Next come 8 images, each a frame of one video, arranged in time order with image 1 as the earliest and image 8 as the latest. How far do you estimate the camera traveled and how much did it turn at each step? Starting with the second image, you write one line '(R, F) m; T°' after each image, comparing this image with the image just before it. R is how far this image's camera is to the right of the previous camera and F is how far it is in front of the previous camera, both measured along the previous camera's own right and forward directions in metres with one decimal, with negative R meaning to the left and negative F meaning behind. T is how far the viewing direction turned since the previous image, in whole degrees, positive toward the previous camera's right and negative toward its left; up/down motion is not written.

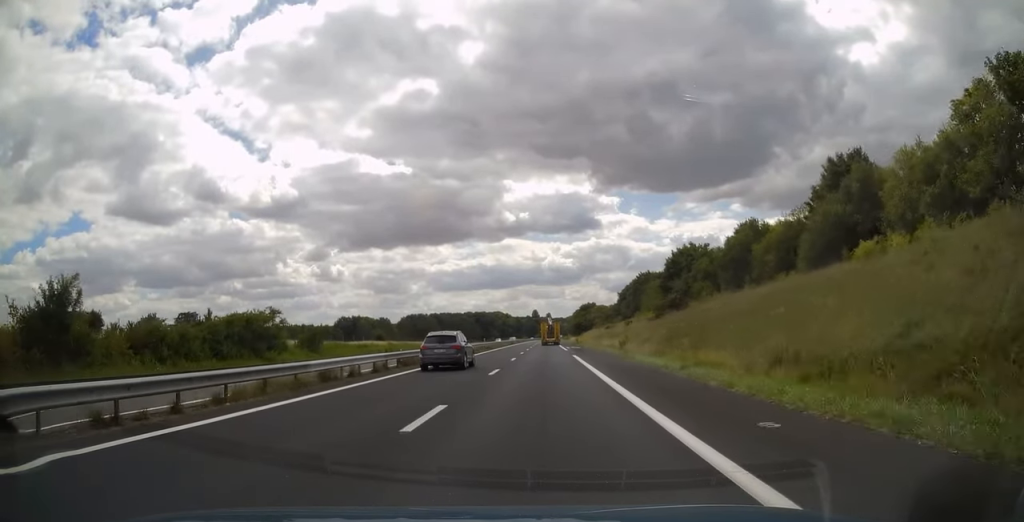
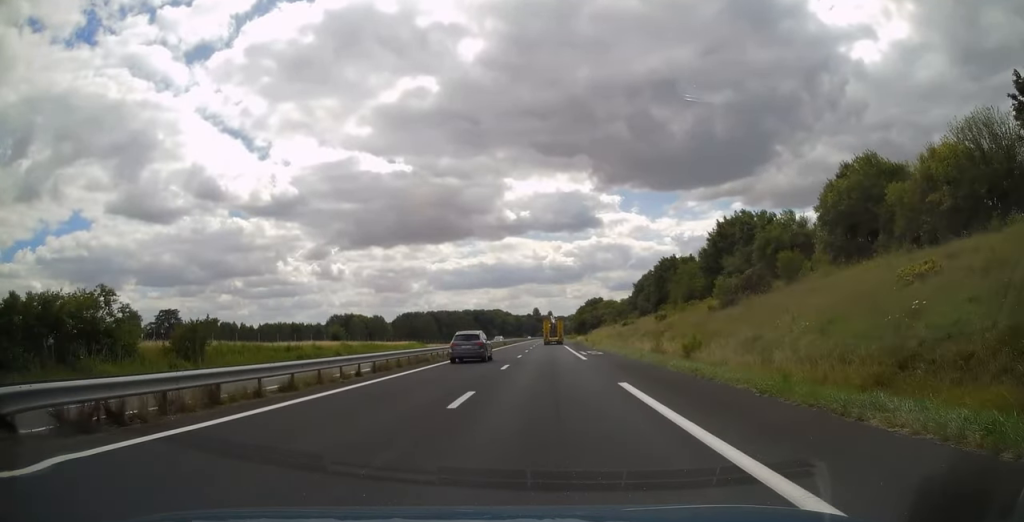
(+0.2, +22.6) m; +1°
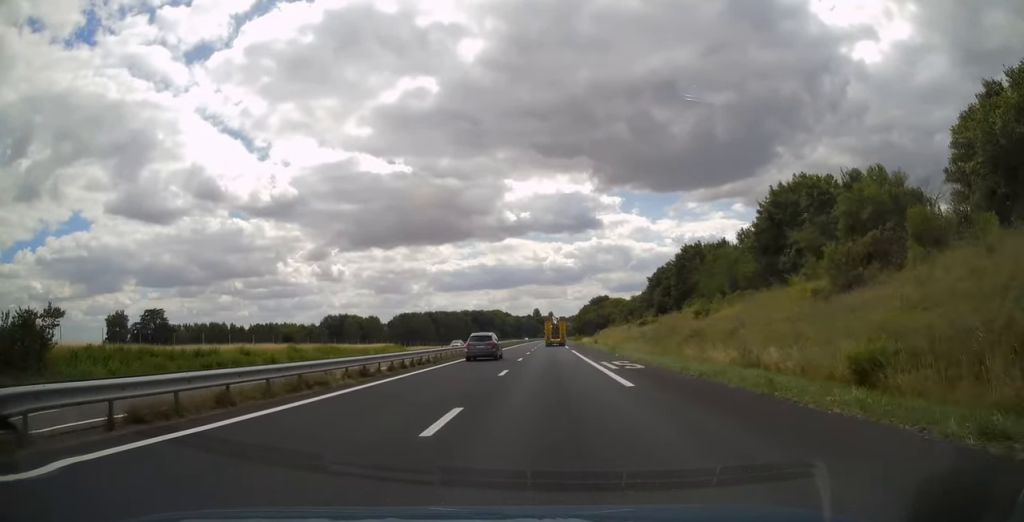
(+0.1, +15.8) m; 0°
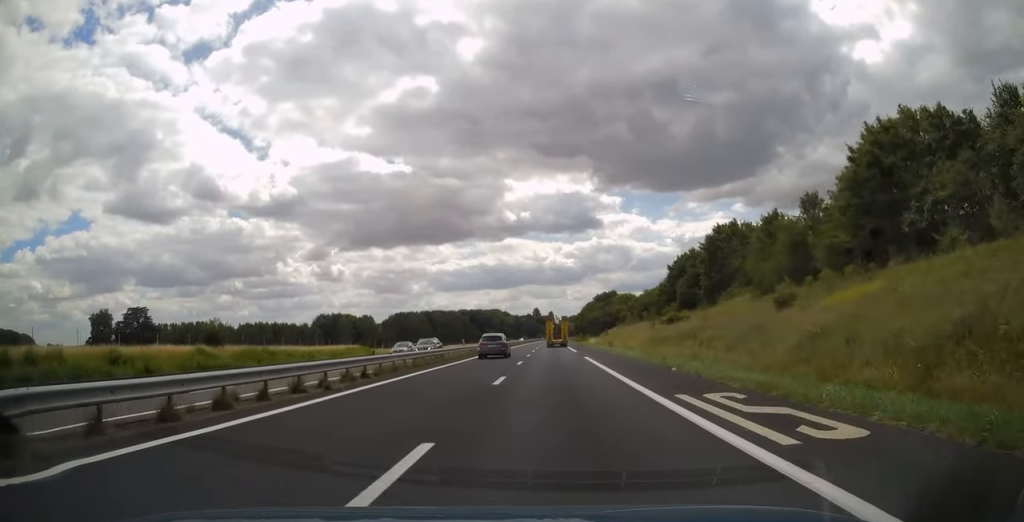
(+0.1, +16.2) m; 0°
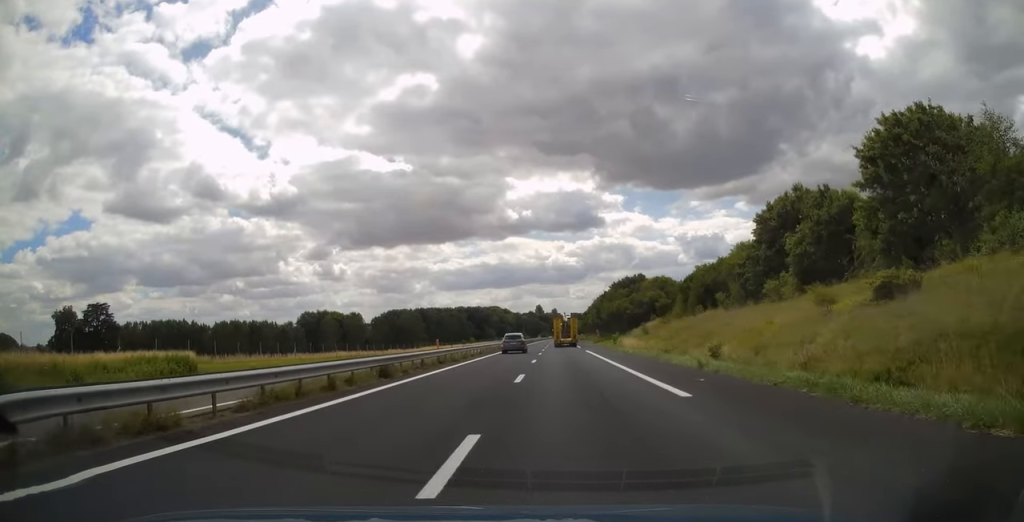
(-0.3, +36.9) m; -1°
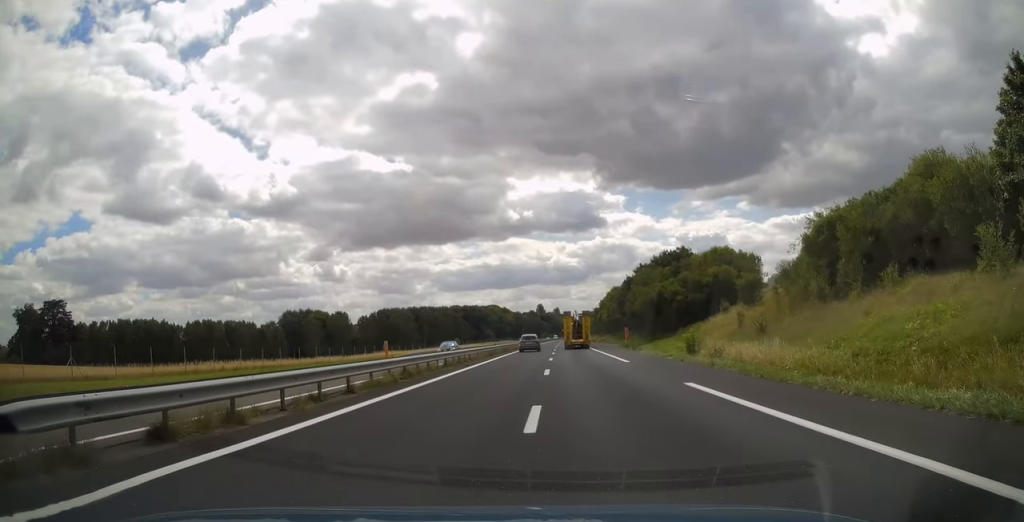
(-0.2, +34.4) m; 0°
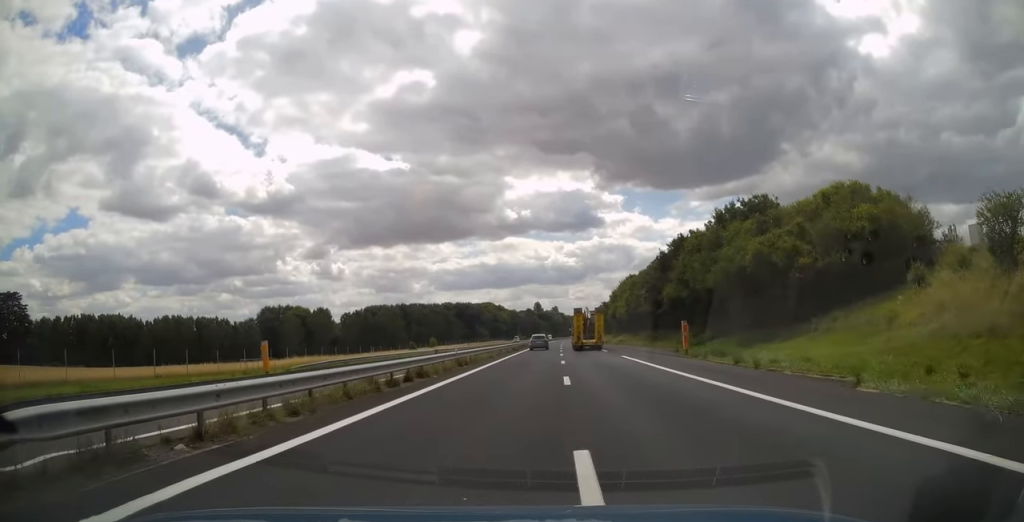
(+0.4, +29.7) m; +1°
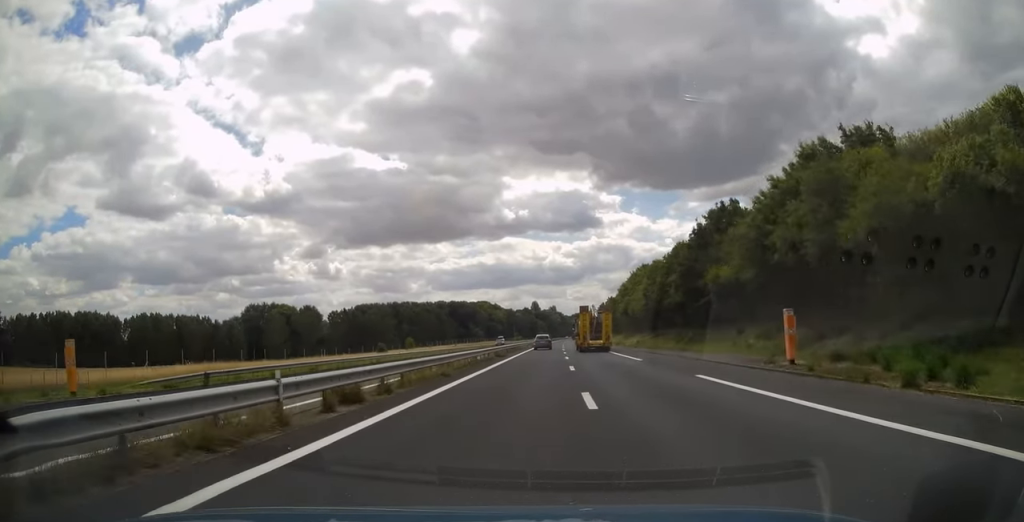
(-0.1, +18.0) m; 0°
